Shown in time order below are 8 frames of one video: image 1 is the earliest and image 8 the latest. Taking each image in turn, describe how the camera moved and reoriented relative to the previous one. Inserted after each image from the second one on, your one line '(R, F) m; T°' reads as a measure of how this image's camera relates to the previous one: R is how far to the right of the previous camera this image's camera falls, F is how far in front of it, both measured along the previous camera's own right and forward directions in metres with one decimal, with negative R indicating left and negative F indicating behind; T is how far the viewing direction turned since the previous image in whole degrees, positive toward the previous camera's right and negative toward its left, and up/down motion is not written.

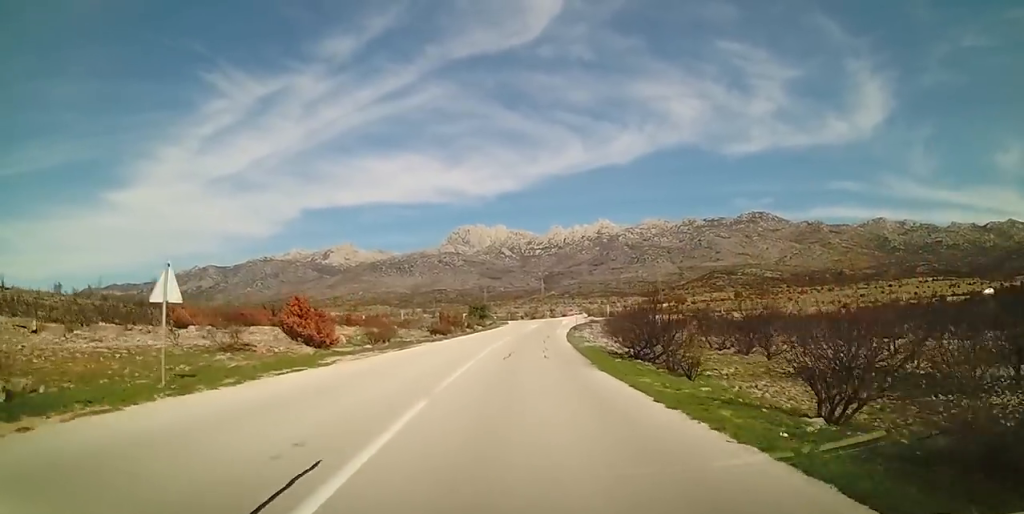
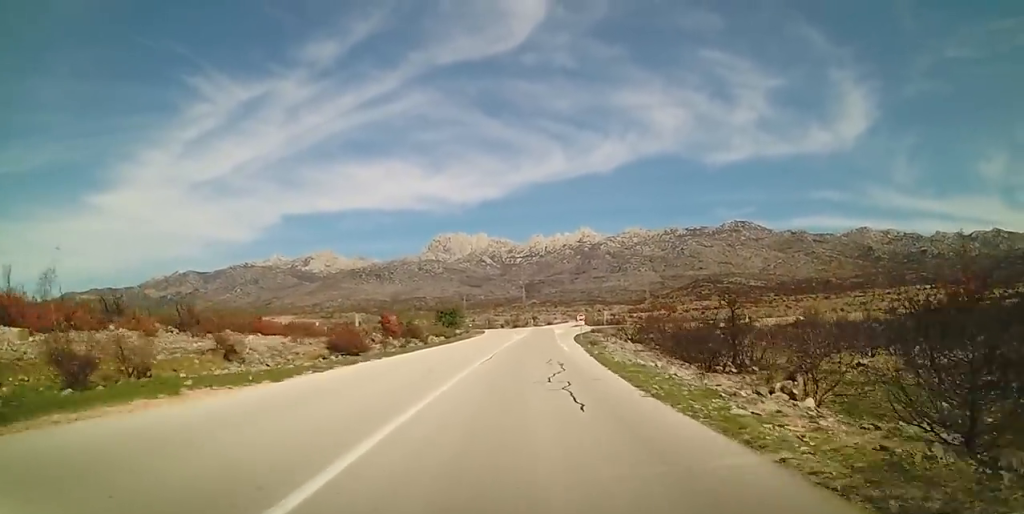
(+0.2, +22.8) m; +3°
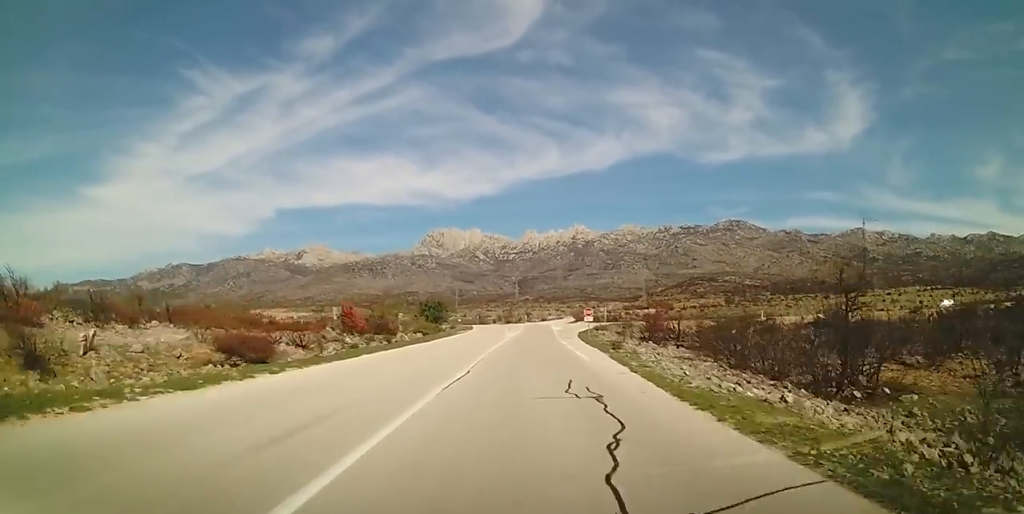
(+0.3, +8.8) m; +2°
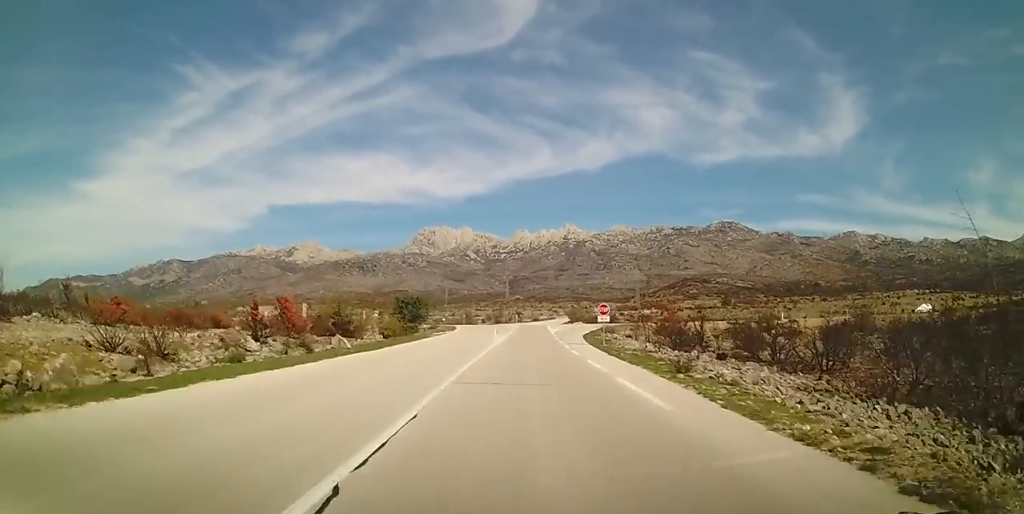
(+0.2, +9.9) m; +2°
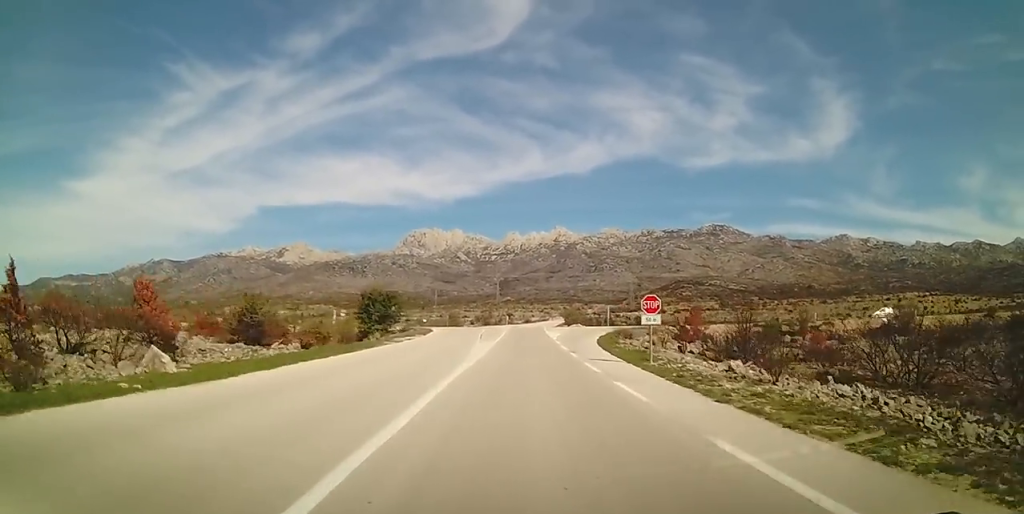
(+0.2, +11.5) m; +1°
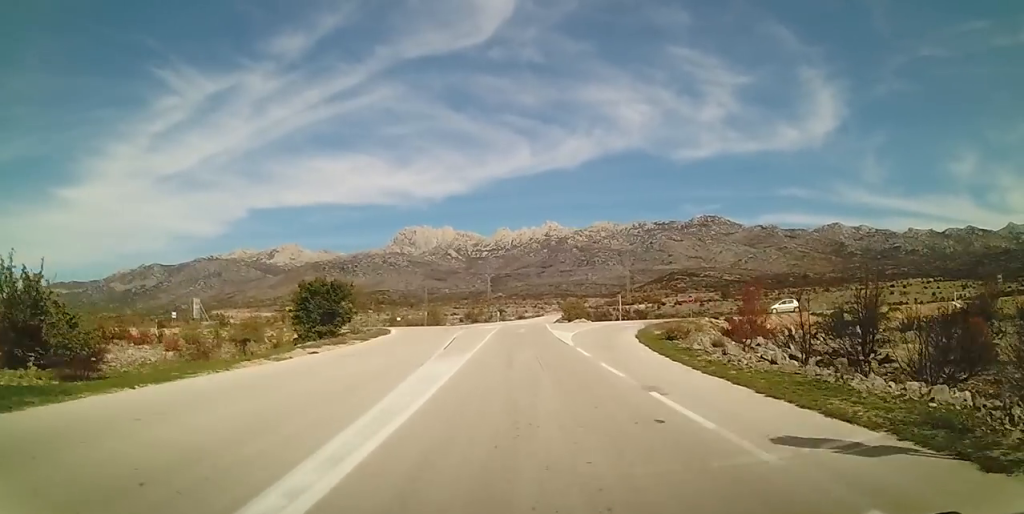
(+0.2, +14.3) m; +2°
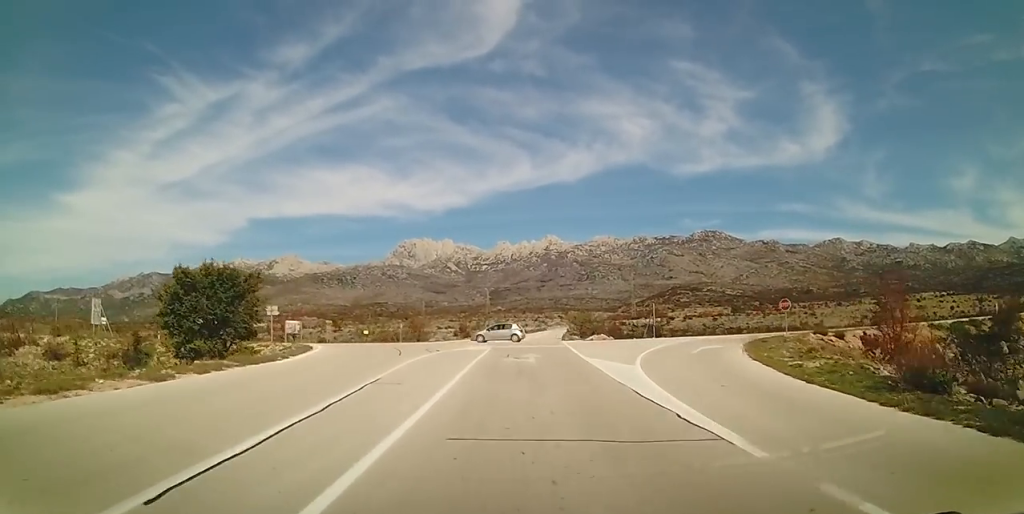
(0.0, +16.9) m; 0°
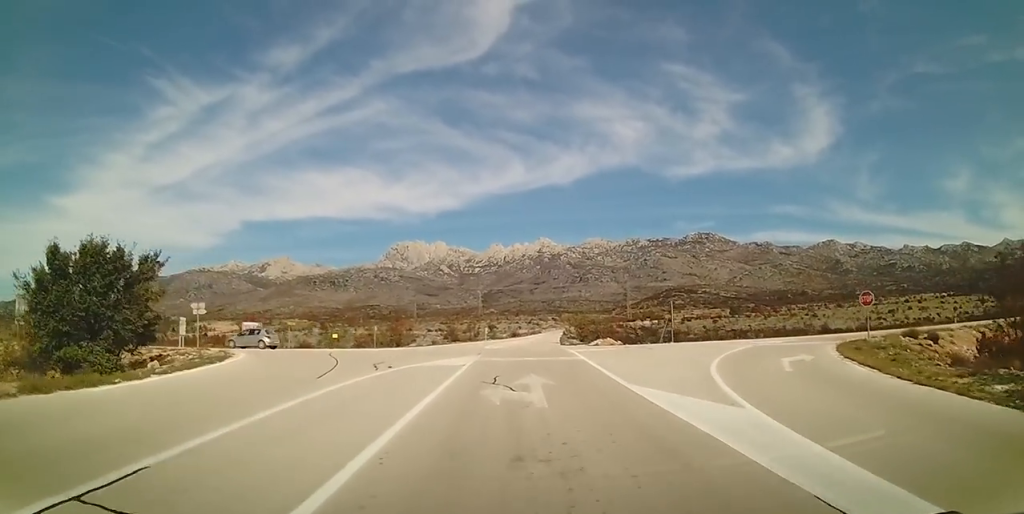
(+0.2, +7.9) m; 0°
